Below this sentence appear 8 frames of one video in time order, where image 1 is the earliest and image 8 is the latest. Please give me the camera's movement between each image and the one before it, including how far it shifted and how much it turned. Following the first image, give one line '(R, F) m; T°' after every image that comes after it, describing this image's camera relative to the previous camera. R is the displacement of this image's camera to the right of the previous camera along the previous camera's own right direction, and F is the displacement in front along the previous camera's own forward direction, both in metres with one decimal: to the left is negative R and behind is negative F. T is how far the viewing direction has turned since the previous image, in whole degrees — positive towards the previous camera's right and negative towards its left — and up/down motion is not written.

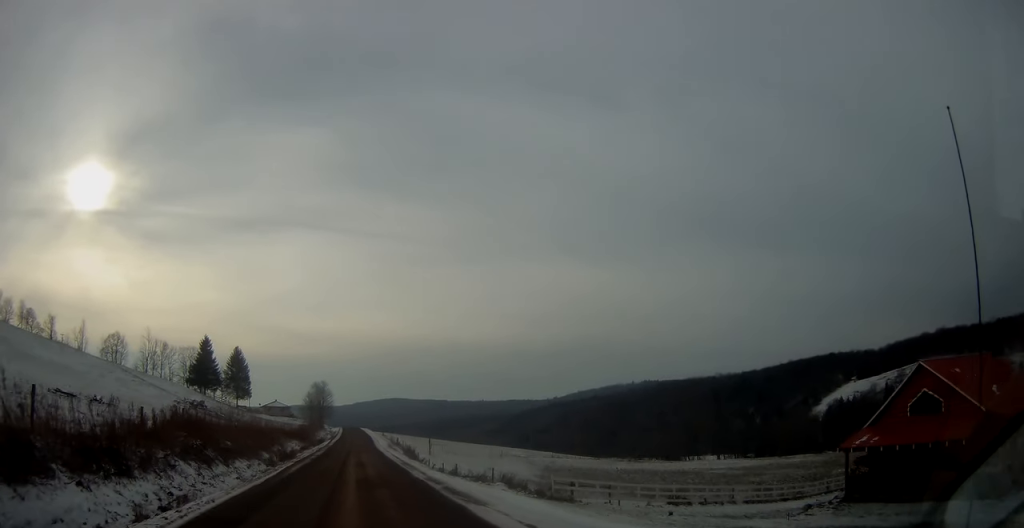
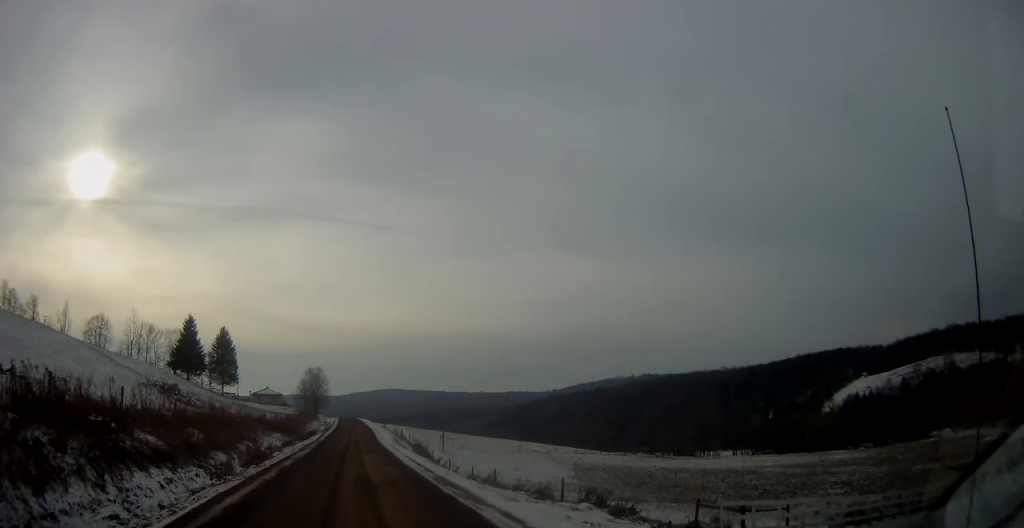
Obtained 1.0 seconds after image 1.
(0.0, +15.6) m; 0°
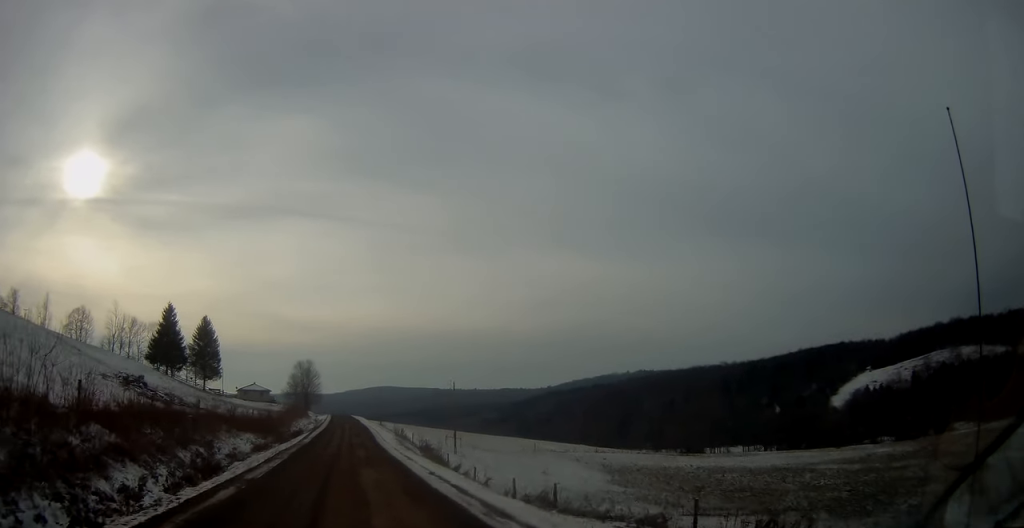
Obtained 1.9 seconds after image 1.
(0.0, +12.6) m; 0°
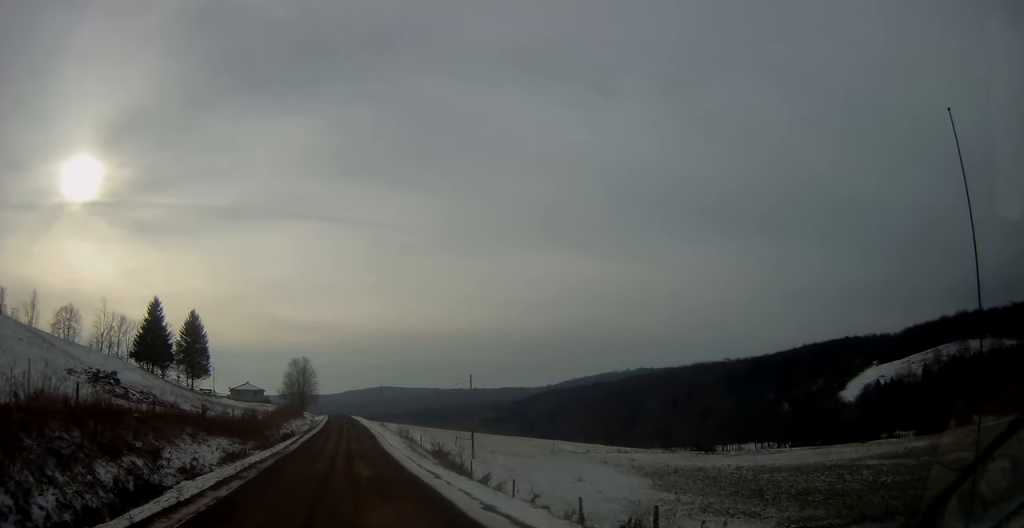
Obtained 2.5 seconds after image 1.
(0.0, +9.1) m; 0°
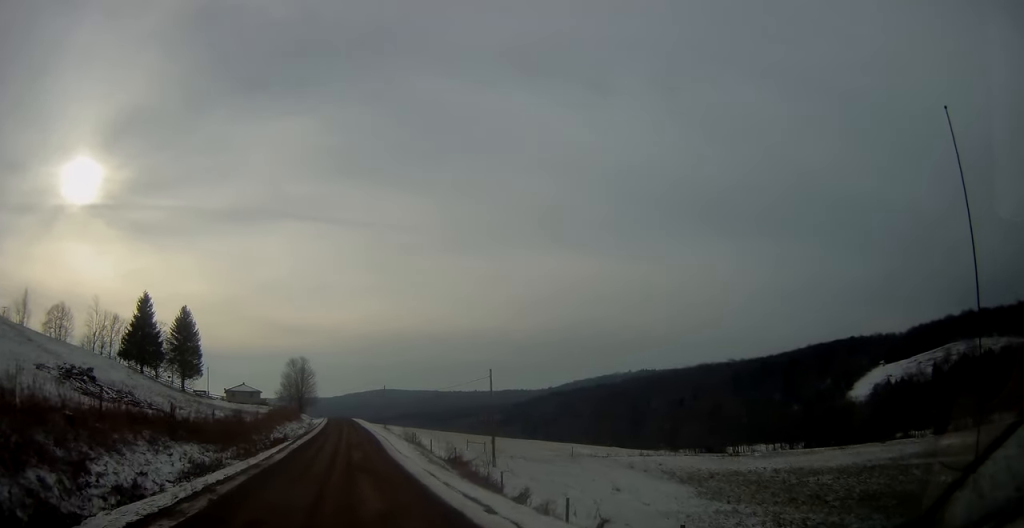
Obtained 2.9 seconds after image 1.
(0.0, +7.1) m; 0°
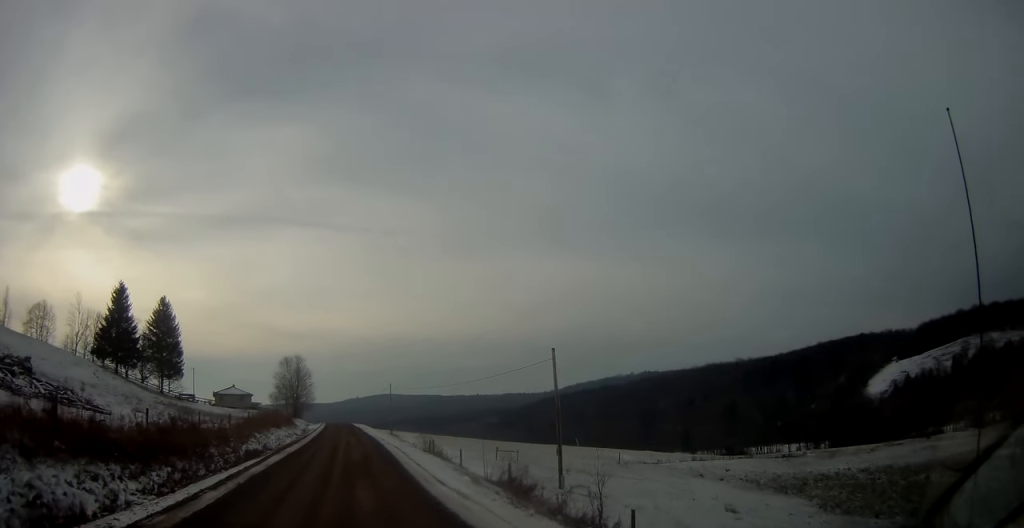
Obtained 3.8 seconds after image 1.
(0.0, +13.9) m; 0°
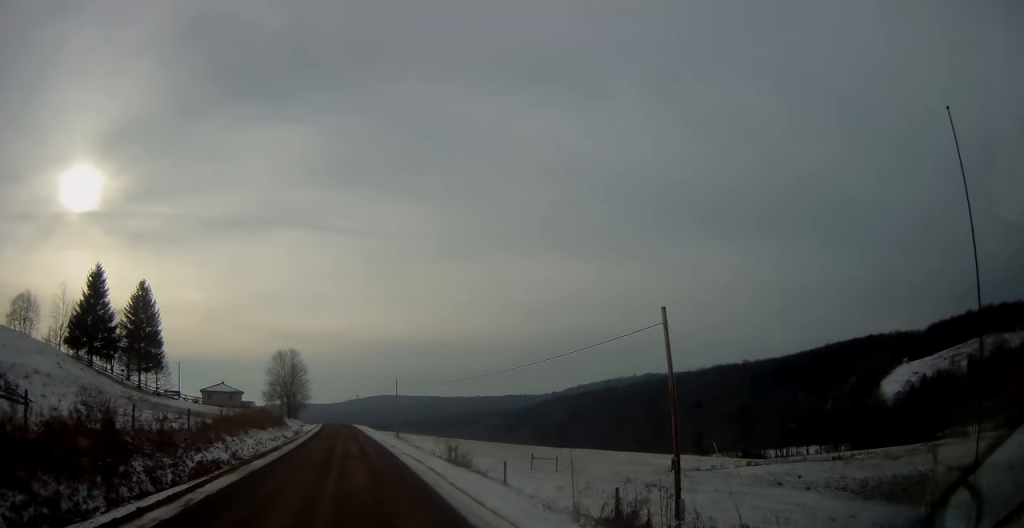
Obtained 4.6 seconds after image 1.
(0.0, +11.5) m; 0°
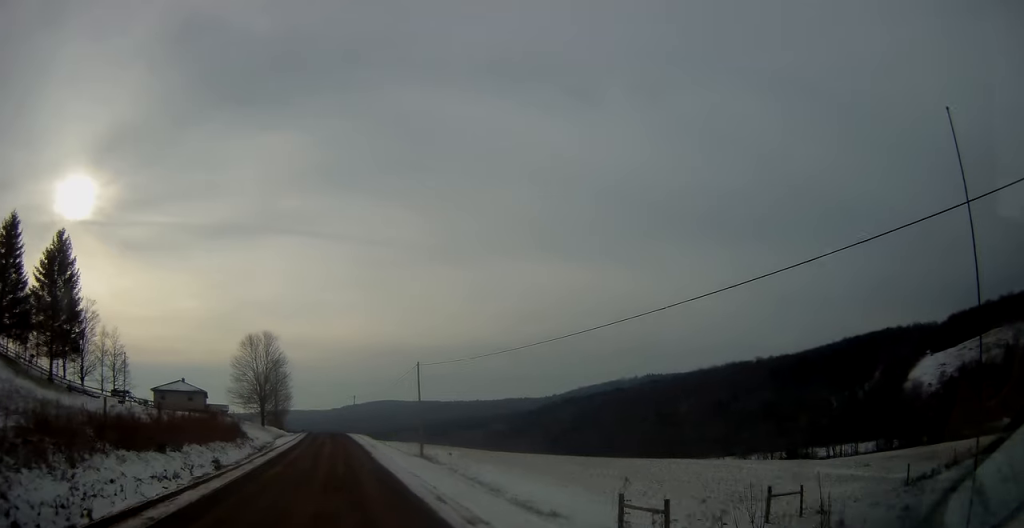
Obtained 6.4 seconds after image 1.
(-0.1, +28.9) m; -1°
